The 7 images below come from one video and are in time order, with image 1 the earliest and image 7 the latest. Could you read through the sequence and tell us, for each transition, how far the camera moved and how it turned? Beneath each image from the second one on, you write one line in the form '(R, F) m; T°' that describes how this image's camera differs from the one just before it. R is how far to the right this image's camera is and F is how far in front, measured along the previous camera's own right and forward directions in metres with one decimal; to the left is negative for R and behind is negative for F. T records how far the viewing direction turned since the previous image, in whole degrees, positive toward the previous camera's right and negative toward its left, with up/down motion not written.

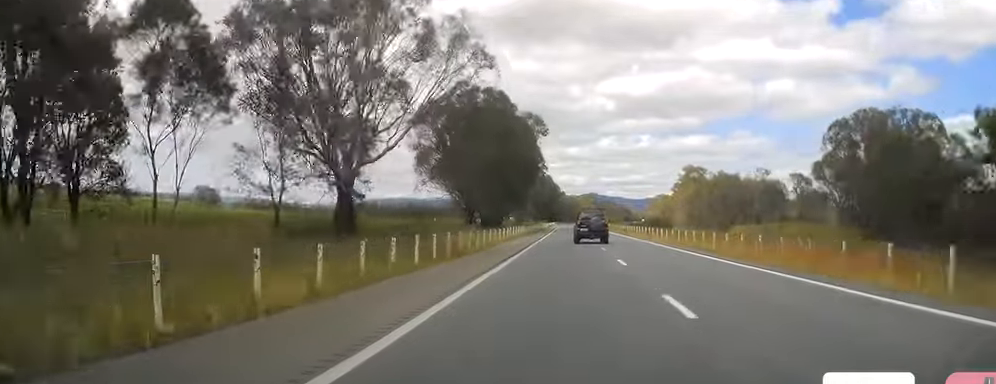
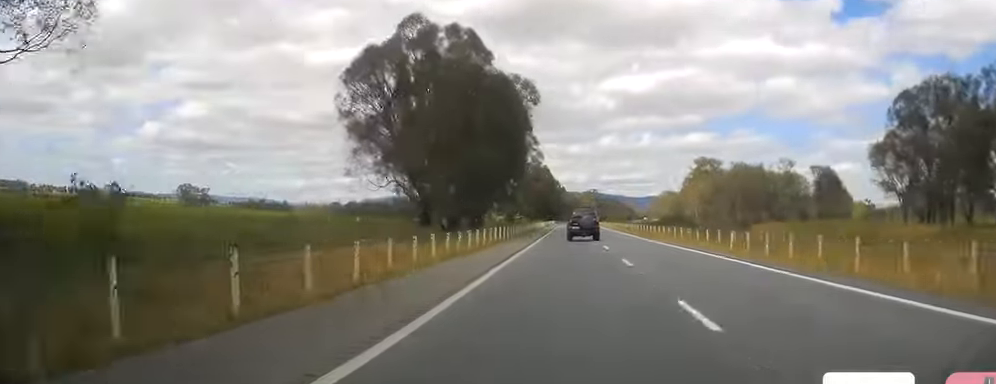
(+0.3, +25.1) m; +1°
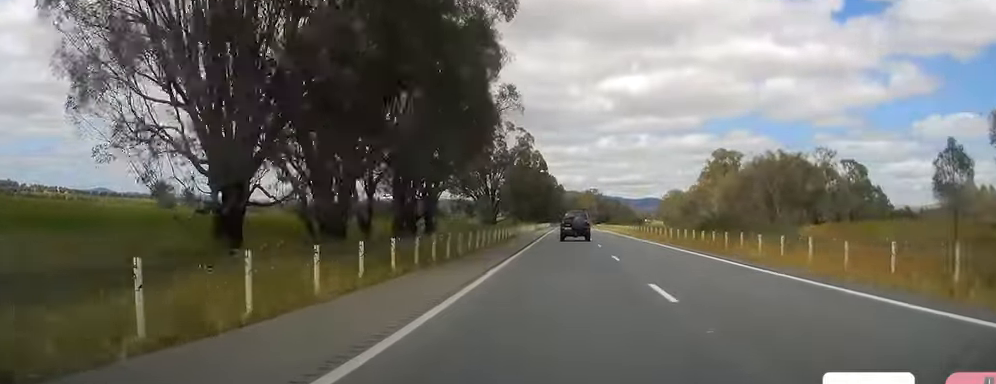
(-0.1, +32.7) m; 0°
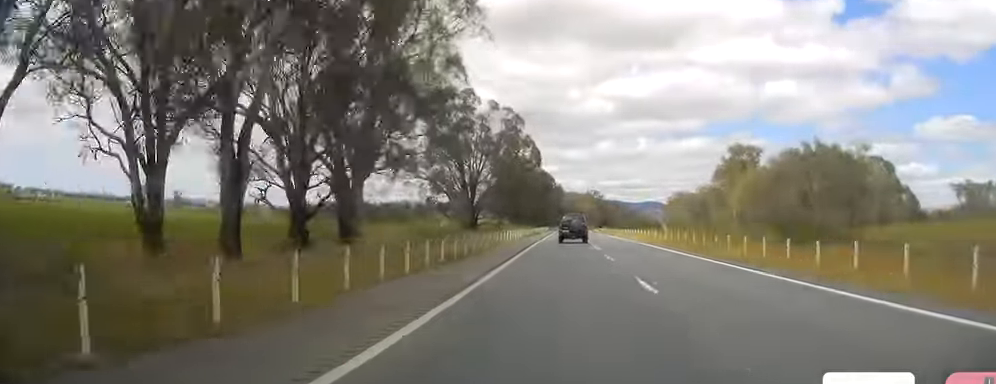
(-0.1, +22.0) m; -1°
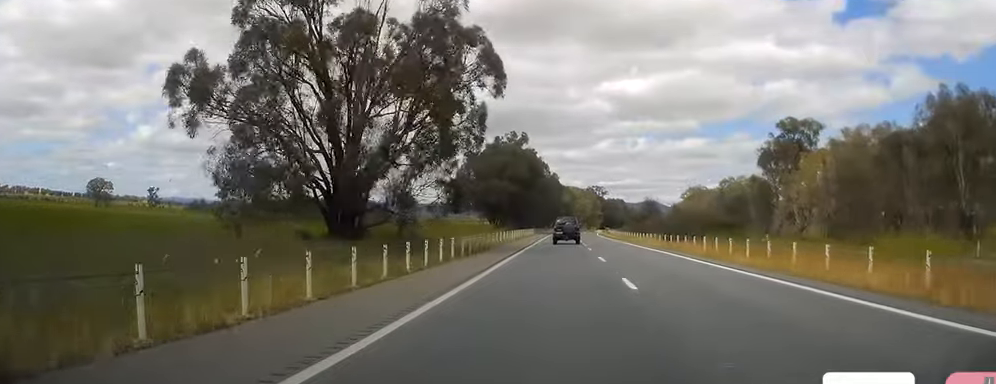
(-1.1, +46.8) m; 0°
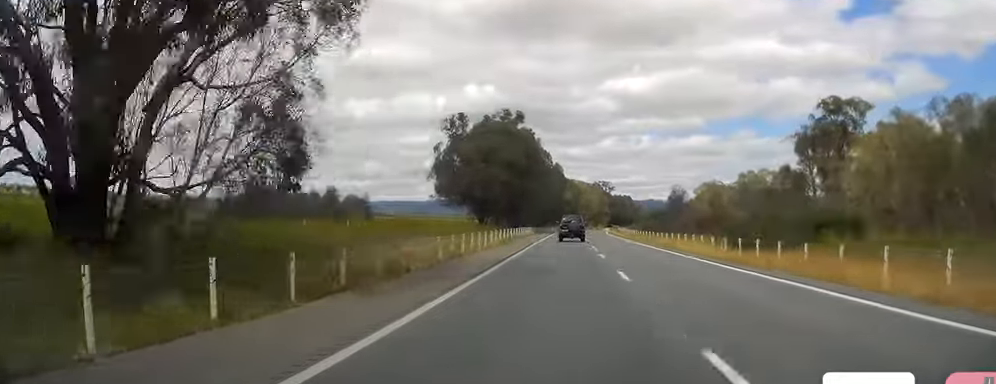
(+1.0, +21.9) m; +2°
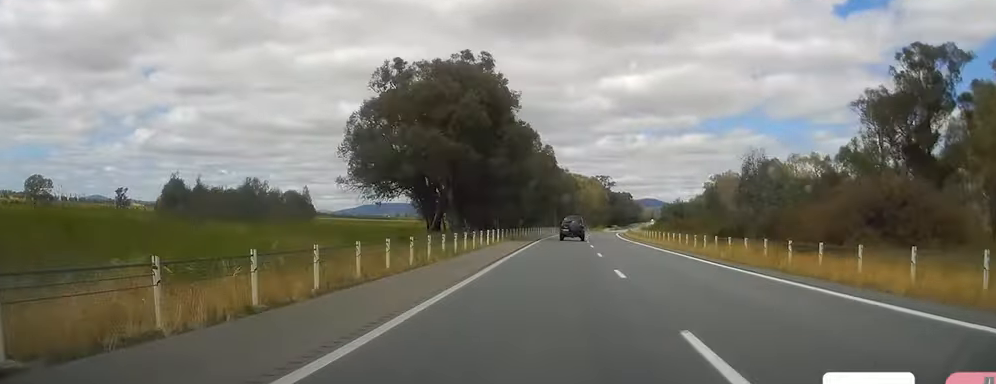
(+0.1, +34.4) m; 0°
